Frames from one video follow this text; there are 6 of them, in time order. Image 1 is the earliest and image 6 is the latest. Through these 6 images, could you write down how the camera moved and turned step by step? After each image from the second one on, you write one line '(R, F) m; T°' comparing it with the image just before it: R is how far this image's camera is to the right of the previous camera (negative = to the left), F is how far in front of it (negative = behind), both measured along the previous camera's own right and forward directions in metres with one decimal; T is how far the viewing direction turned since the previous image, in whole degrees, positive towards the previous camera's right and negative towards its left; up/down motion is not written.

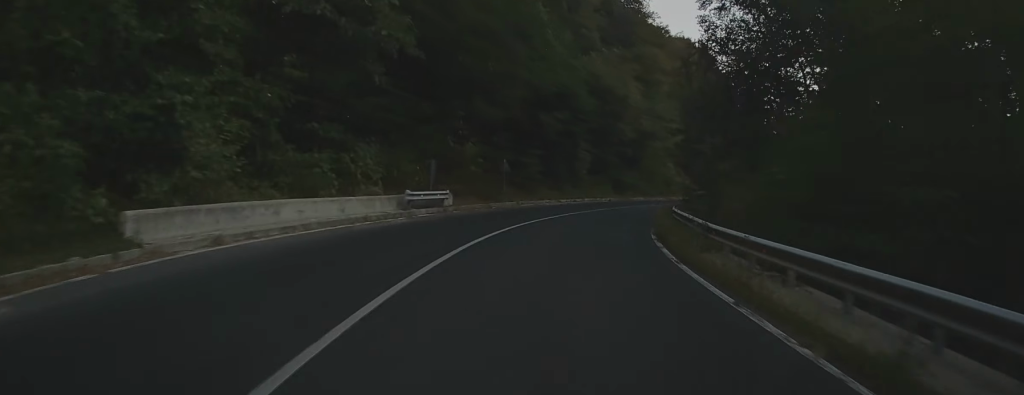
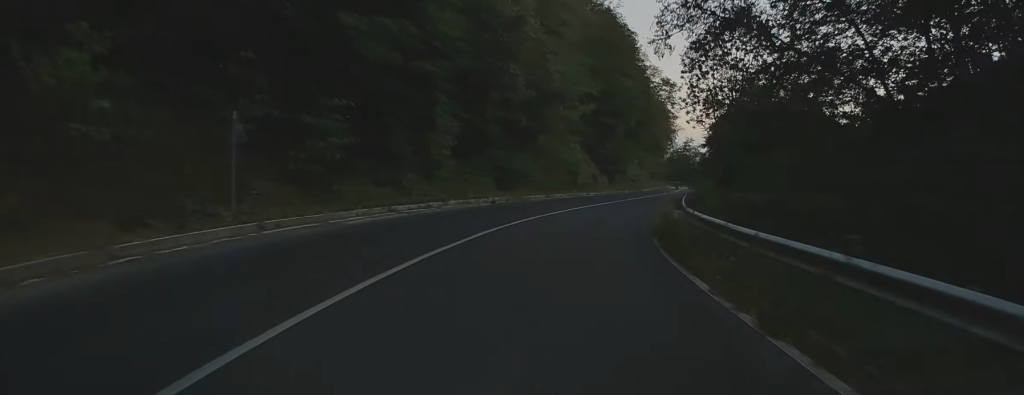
(+3.2, +24.9) m; +12°
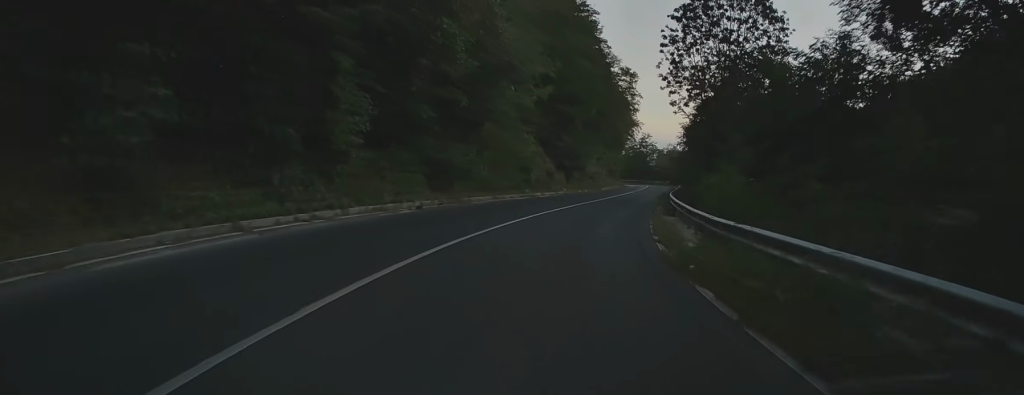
(+0.2, +8.9) m; +3°
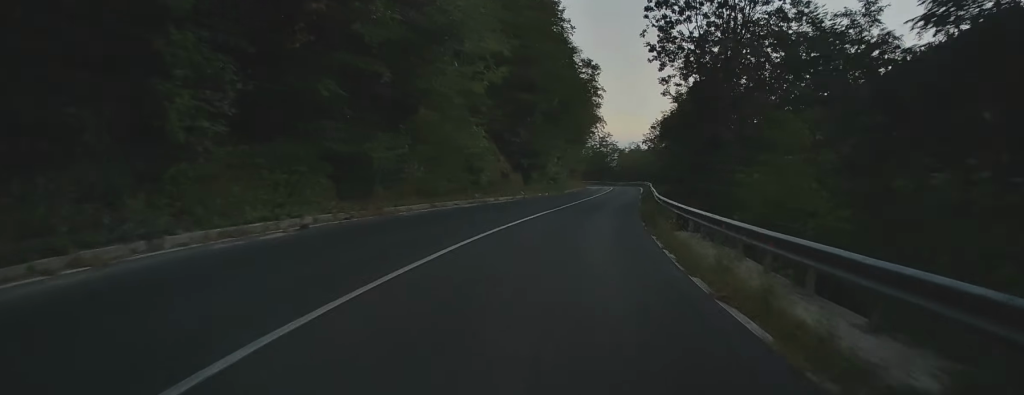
(+0.3, +8.5) m; +3°
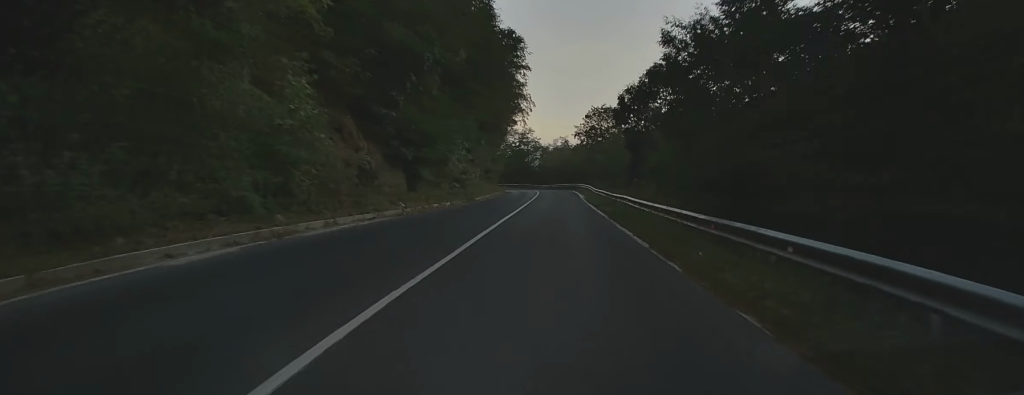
(+1.0, +19.9) m; +5°
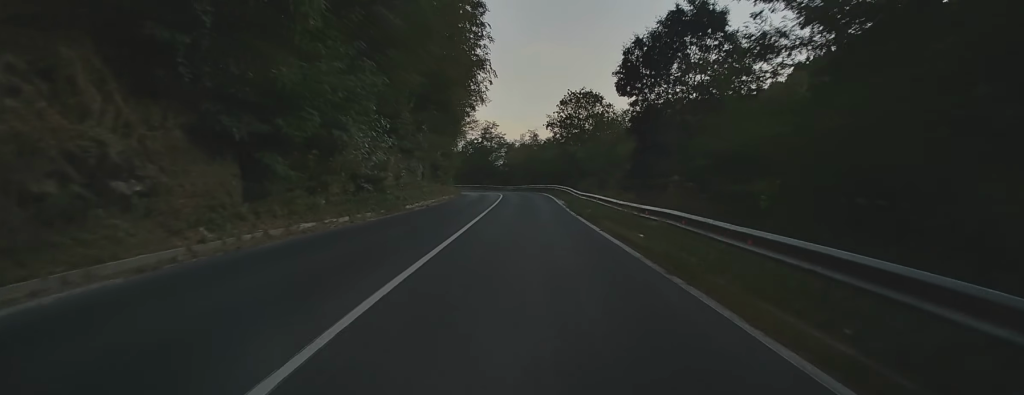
(+0.4, +15.3) m; +2°
